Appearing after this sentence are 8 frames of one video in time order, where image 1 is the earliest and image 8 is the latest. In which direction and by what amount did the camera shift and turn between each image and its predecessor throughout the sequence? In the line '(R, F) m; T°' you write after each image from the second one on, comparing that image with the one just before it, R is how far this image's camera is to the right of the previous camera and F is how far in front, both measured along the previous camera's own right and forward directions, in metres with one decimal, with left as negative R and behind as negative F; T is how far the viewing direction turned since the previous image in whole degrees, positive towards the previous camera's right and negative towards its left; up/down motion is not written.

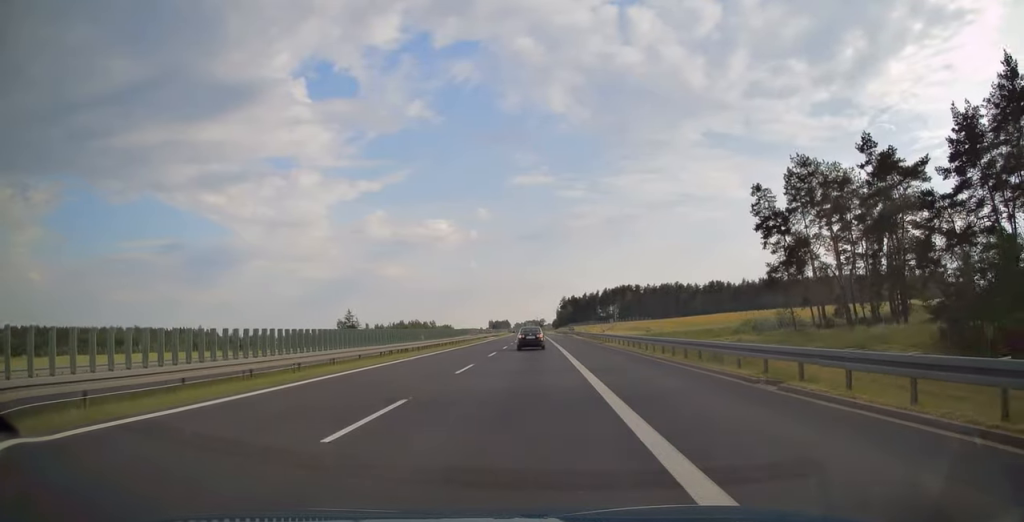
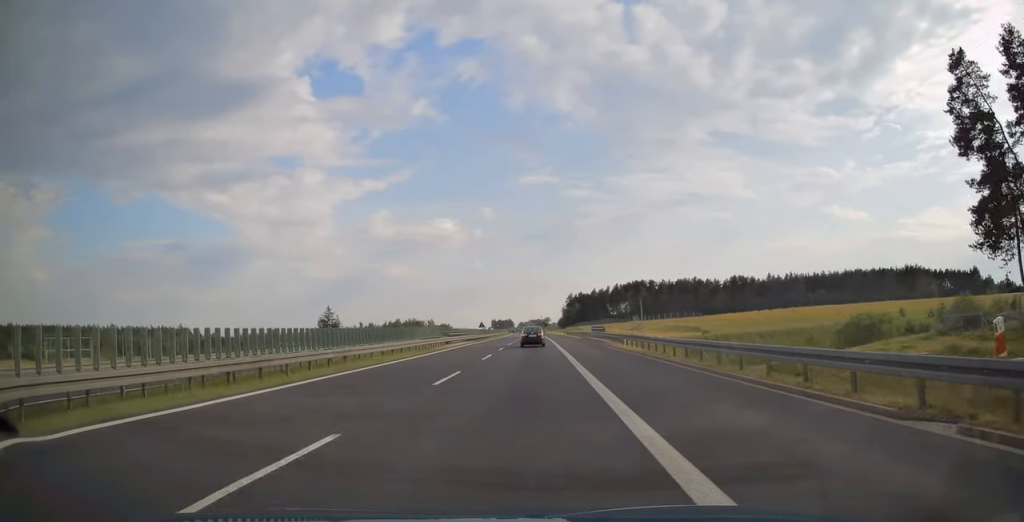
(-0.2, +40.3) m; 0°
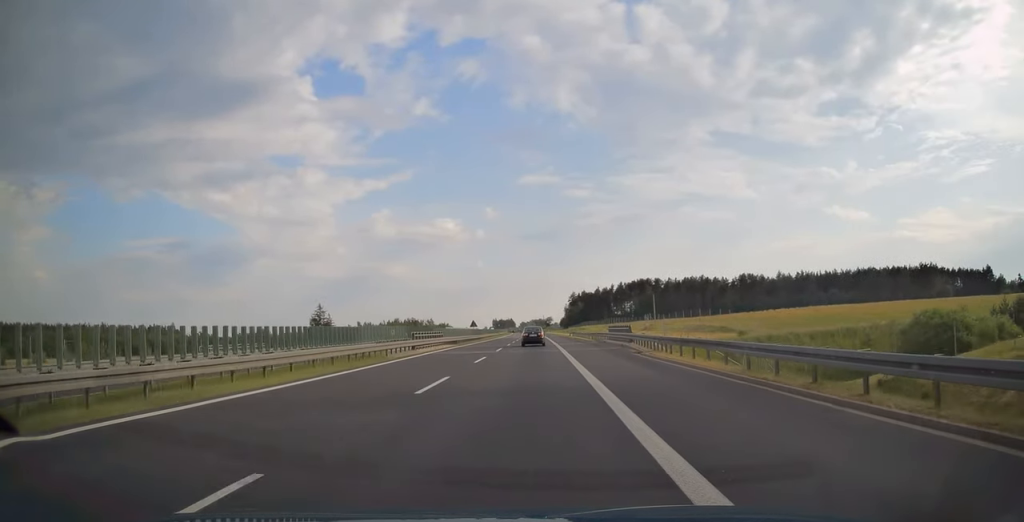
(+0.1, +14.3) m; 0°
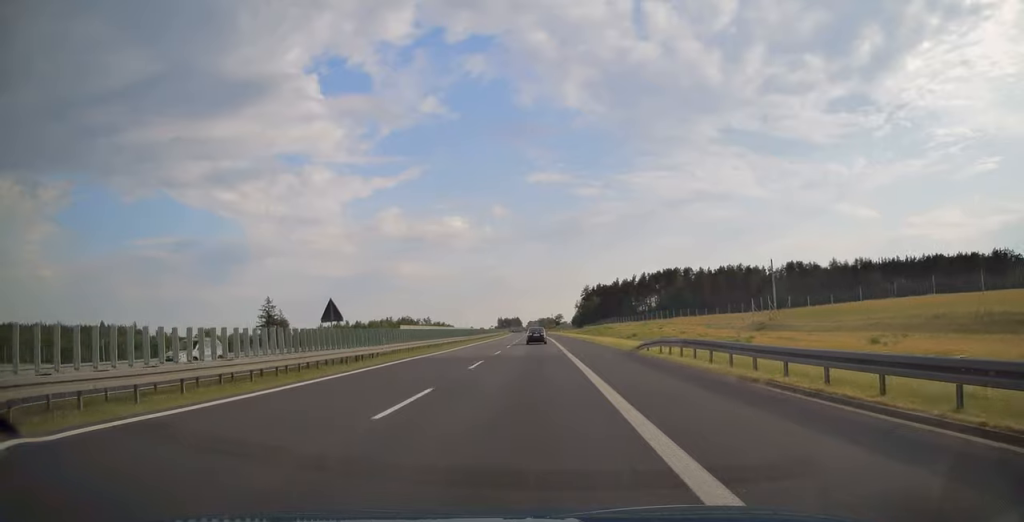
(-0.7, +63.5) m; -1°
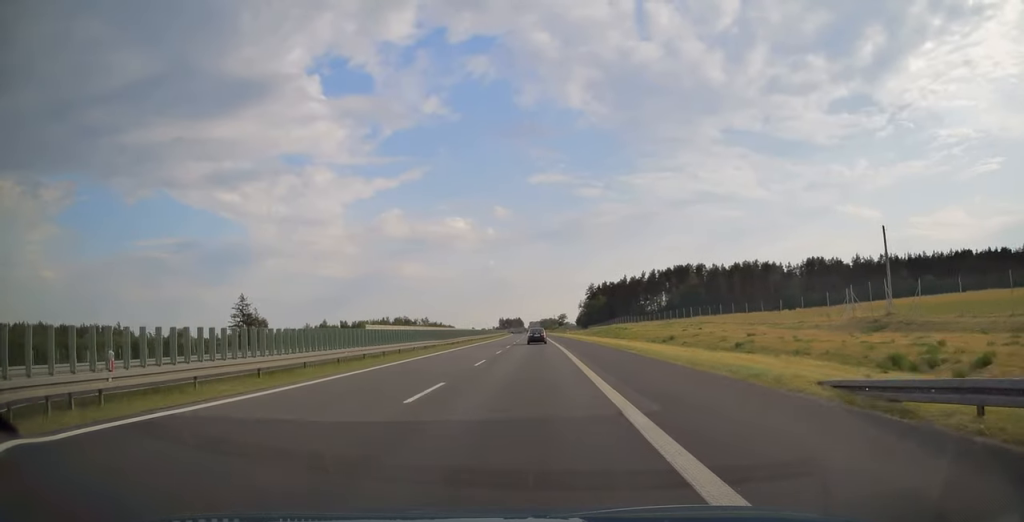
(-0.1, +22.7) m; 0°
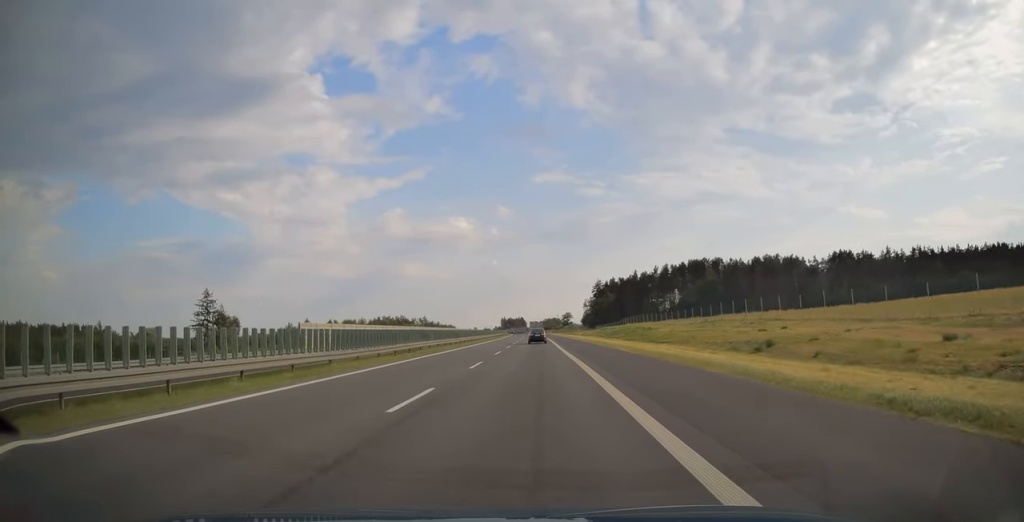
(0.0, +25.4) m; 0°
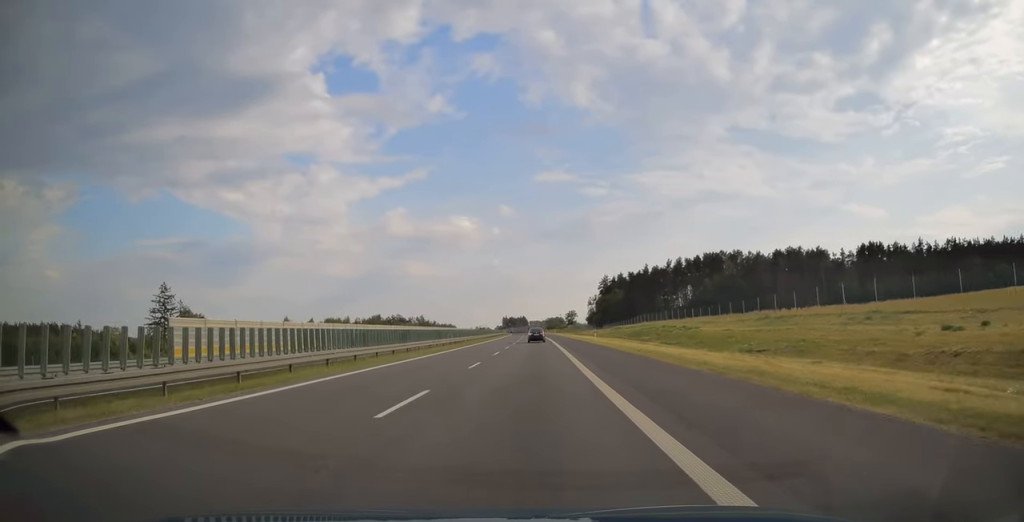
(+0.1, +24.3) m; 0°
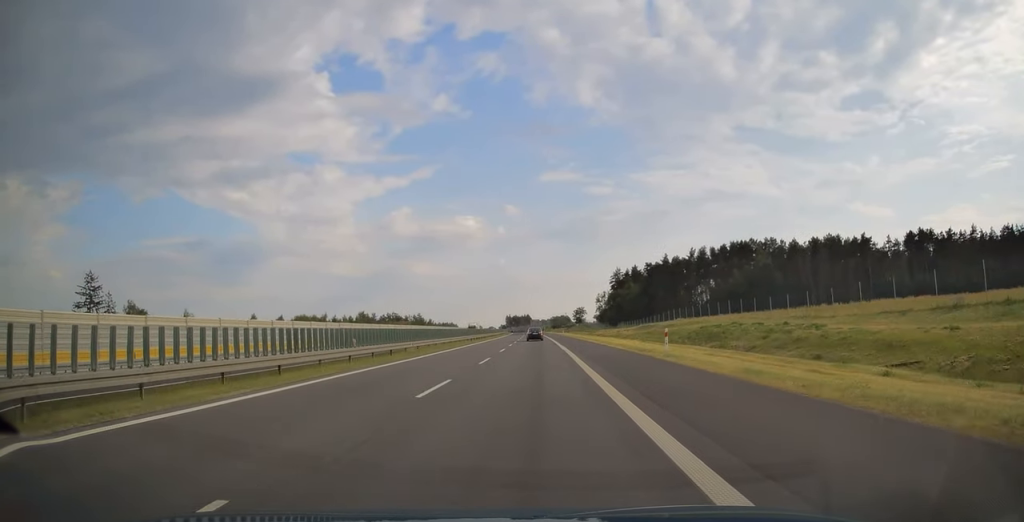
(-0.3, +33.1) m; -1°
